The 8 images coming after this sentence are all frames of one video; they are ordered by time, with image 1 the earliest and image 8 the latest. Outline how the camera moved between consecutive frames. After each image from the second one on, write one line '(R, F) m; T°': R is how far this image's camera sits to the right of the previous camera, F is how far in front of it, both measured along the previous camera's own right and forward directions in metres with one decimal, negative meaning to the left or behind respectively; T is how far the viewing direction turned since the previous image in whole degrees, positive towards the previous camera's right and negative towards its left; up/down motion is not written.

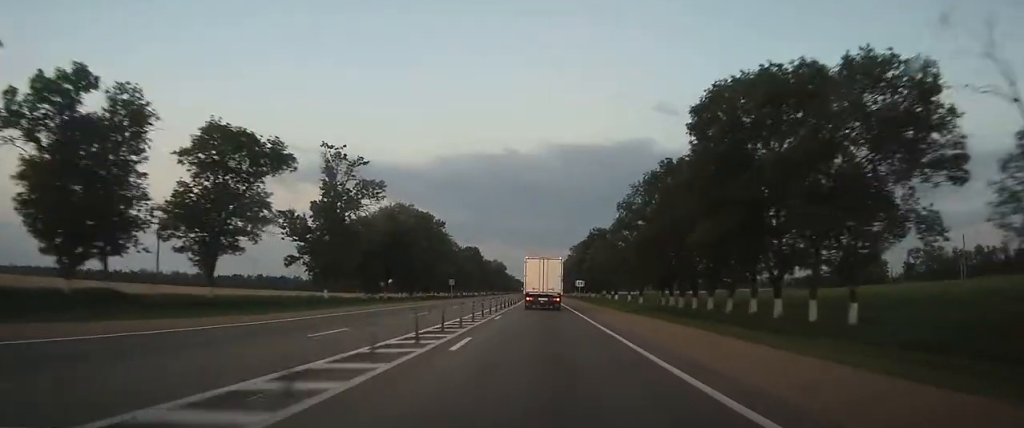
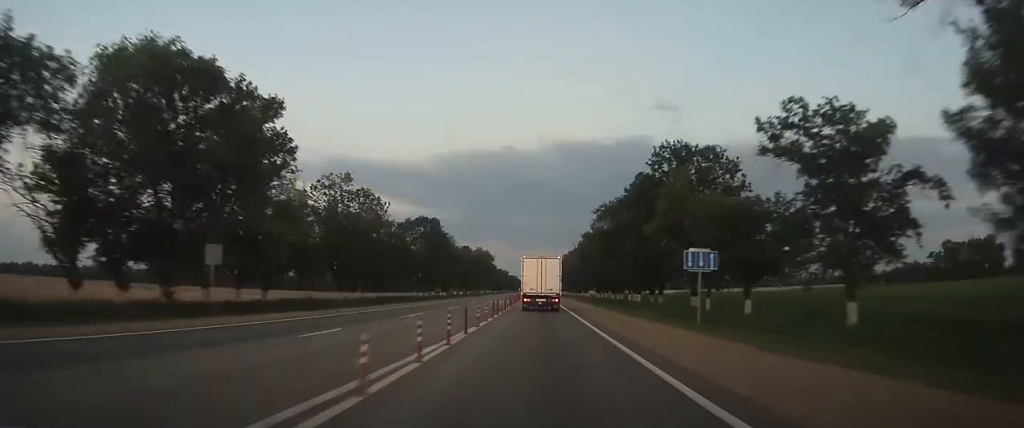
(0.0, +72.3) m; 0°
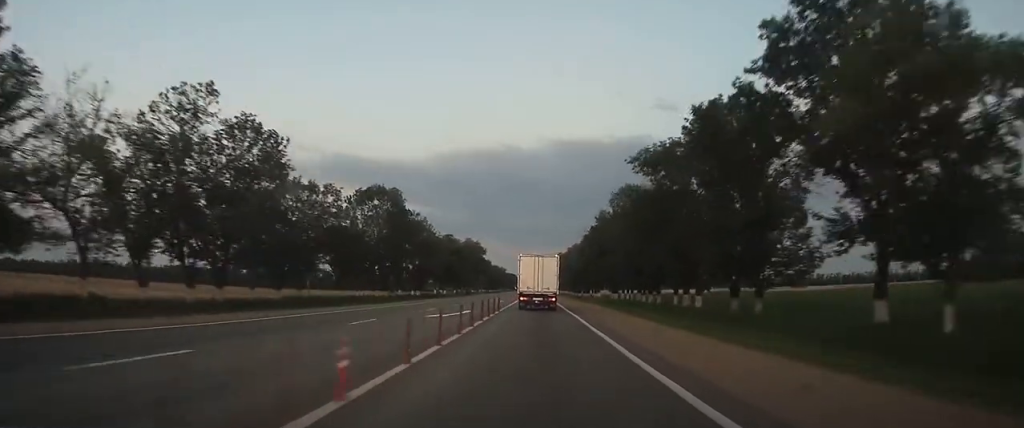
(0.0, +32.0) m; 0°
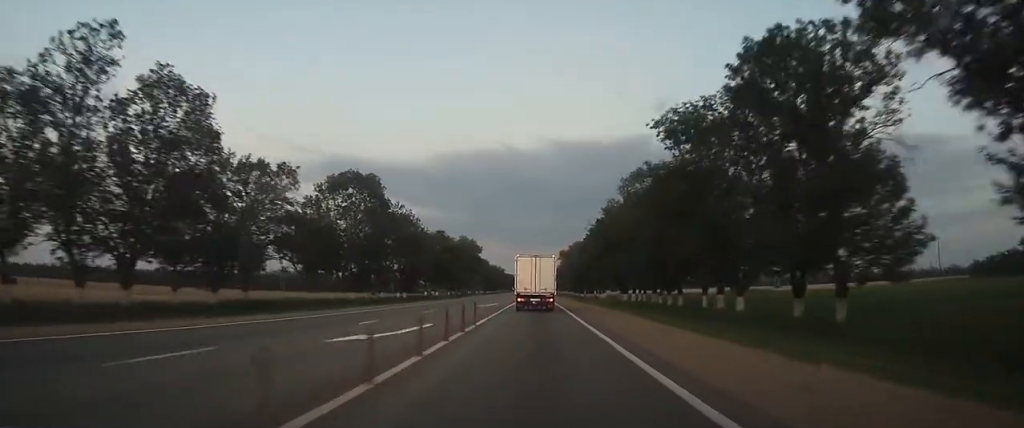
(0.0, +11.1) m; 0°
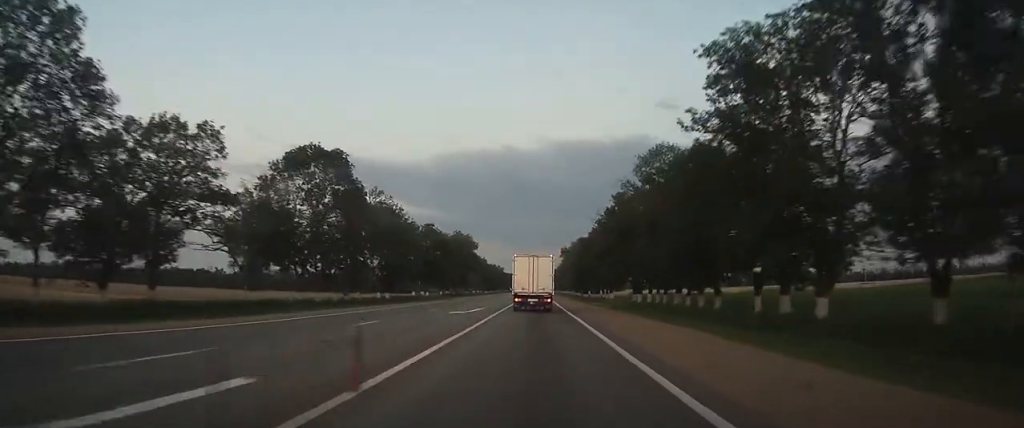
(0.0, +12.7) m; 0°
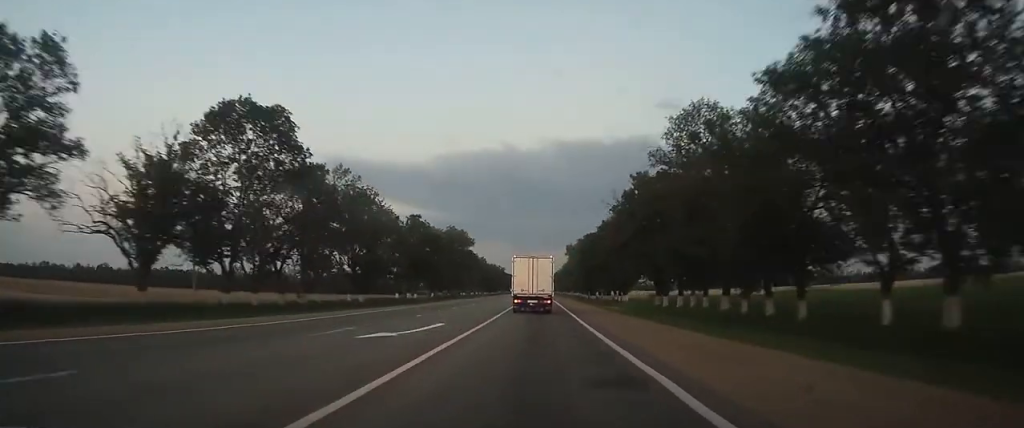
(0.0, +15.0) m; 0°
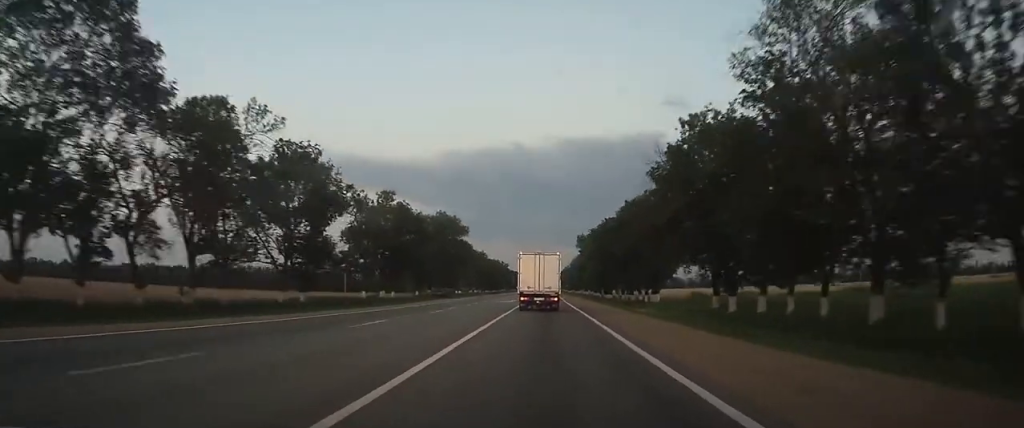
(0.0, +21.3) m; 0°
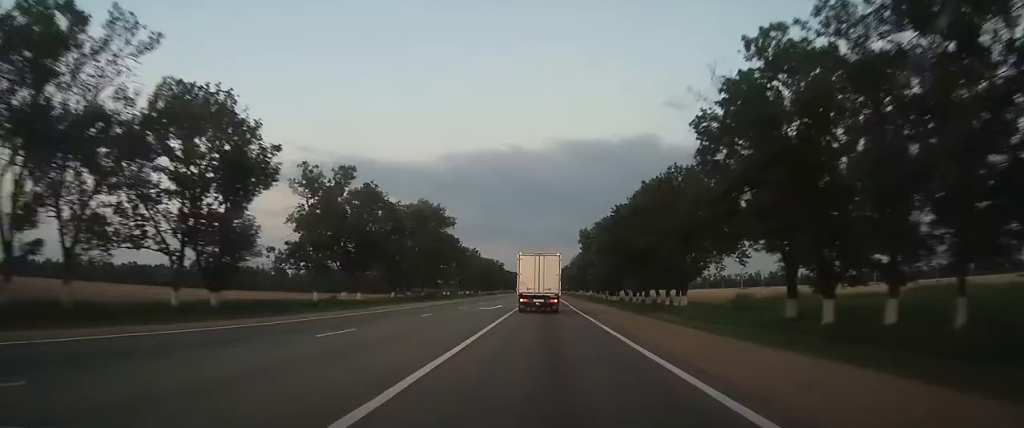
(-0.1, +15.7) m; 0°
